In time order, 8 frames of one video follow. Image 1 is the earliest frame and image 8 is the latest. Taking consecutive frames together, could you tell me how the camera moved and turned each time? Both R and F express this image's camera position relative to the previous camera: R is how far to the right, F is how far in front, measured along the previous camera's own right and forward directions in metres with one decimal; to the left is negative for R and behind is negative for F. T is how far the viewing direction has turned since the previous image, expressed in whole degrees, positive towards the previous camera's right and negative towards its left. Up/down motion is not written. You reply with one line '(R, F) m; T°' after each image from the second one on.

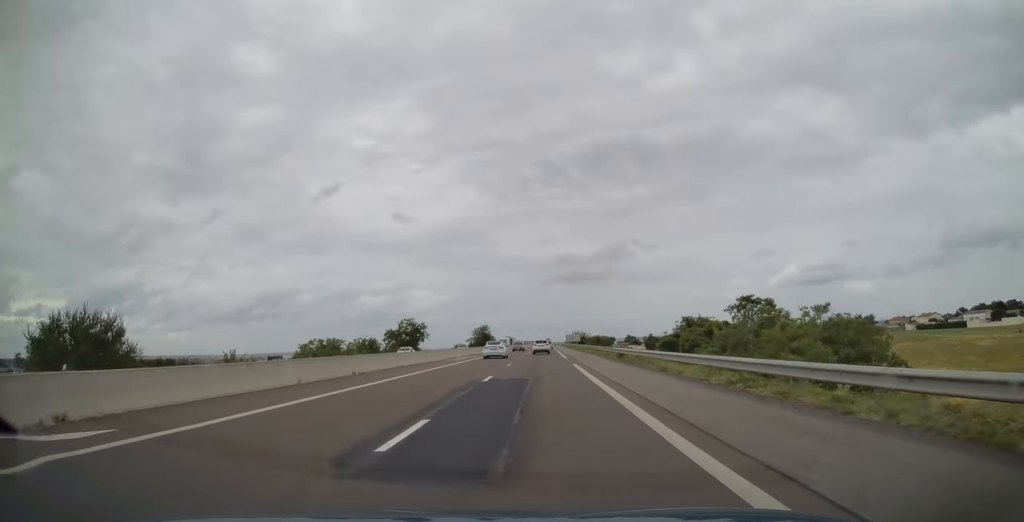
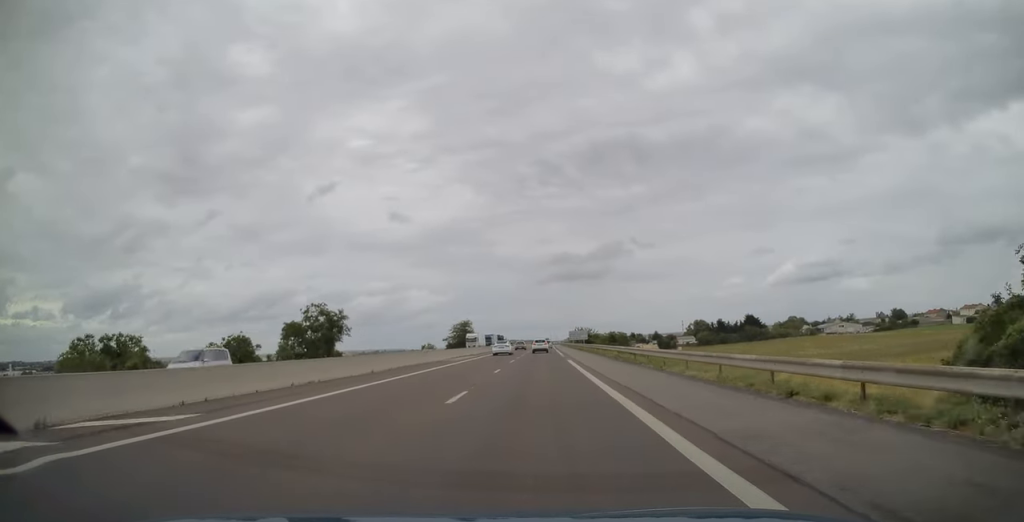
(+0.1, +46.4) m; 0°
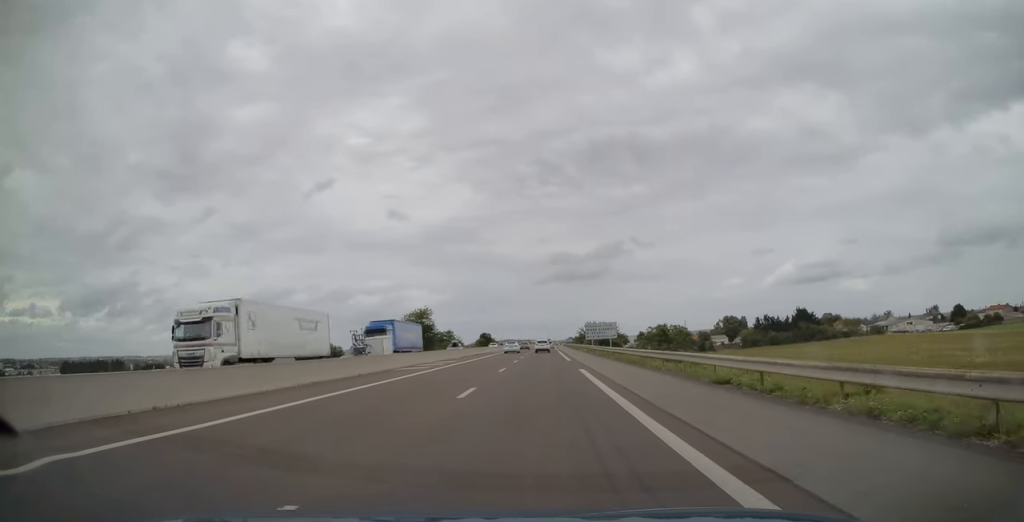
(+0.4, +63.0) m; 0°
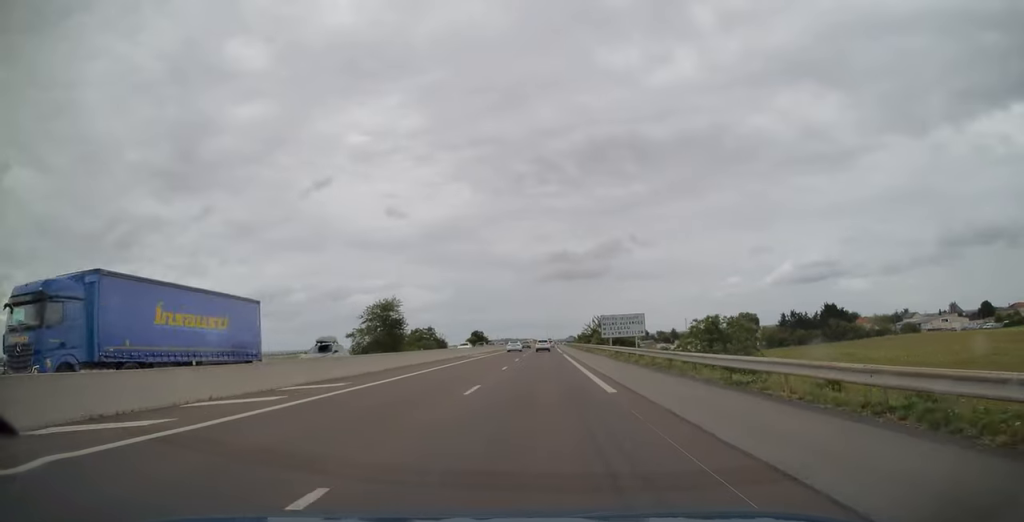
(-0.2, +25.3) m; 0°
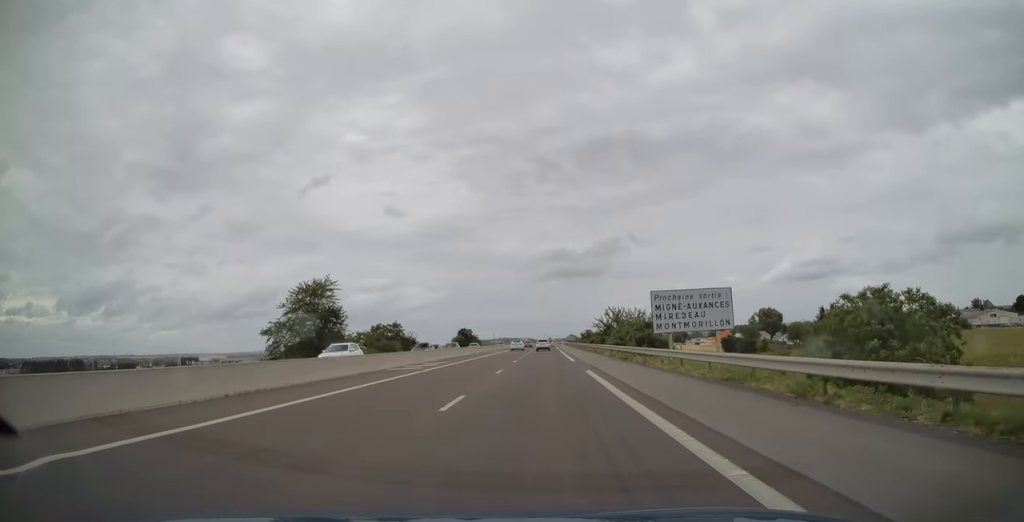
(+0.1, +29.7) m; +1°
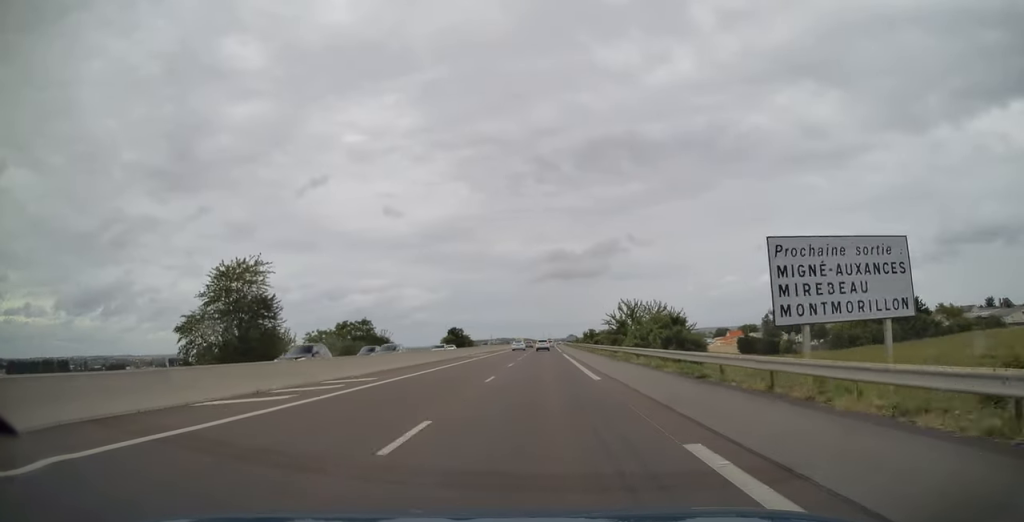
(+0.2, +17.2) m; 0°
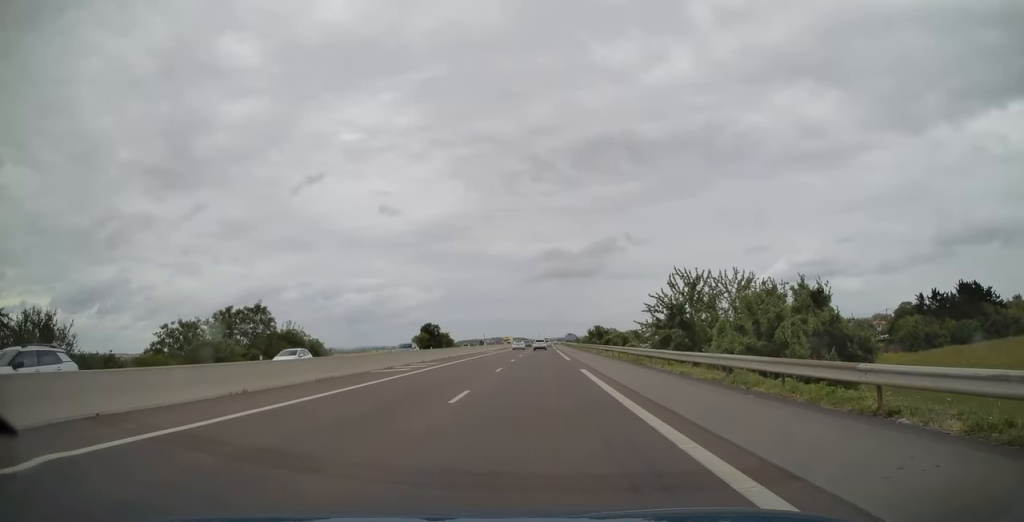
(+0.1, +32.9) m; 0°
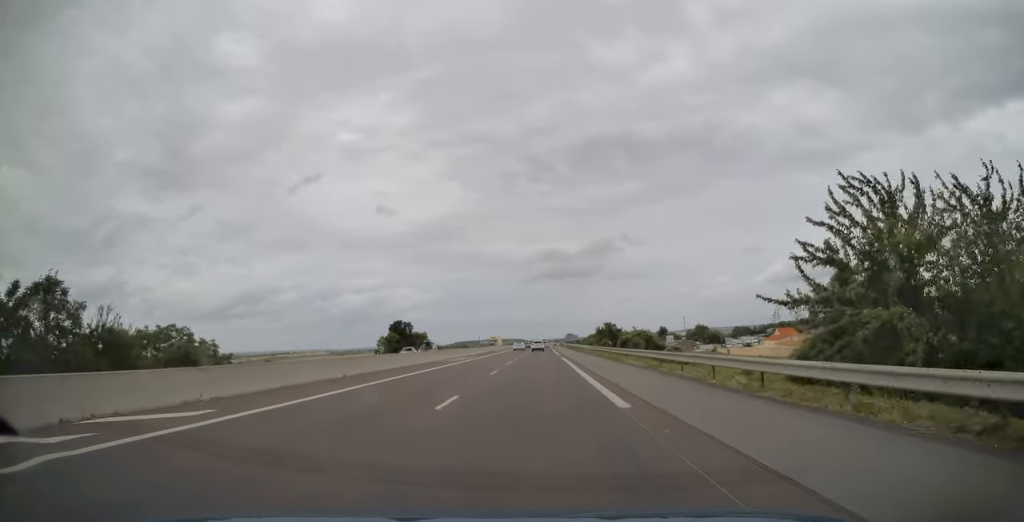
(-0.1, +27.0) m; 0°
